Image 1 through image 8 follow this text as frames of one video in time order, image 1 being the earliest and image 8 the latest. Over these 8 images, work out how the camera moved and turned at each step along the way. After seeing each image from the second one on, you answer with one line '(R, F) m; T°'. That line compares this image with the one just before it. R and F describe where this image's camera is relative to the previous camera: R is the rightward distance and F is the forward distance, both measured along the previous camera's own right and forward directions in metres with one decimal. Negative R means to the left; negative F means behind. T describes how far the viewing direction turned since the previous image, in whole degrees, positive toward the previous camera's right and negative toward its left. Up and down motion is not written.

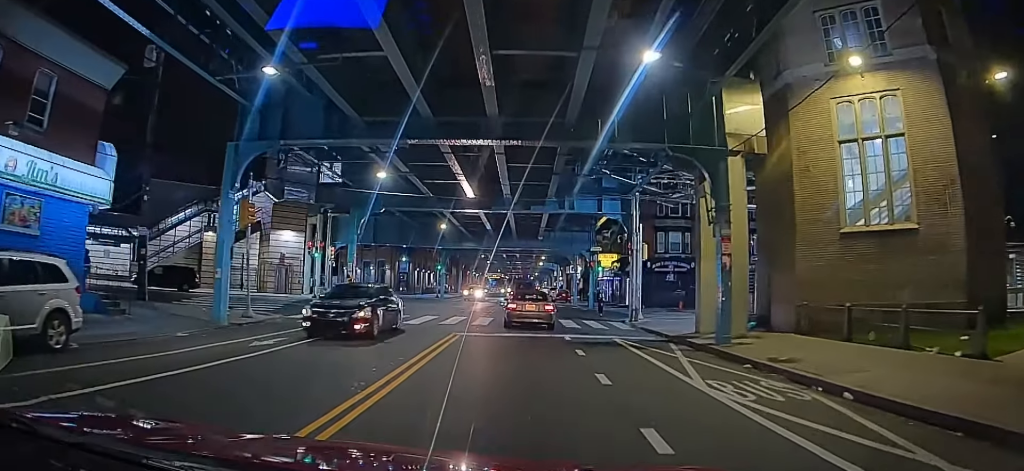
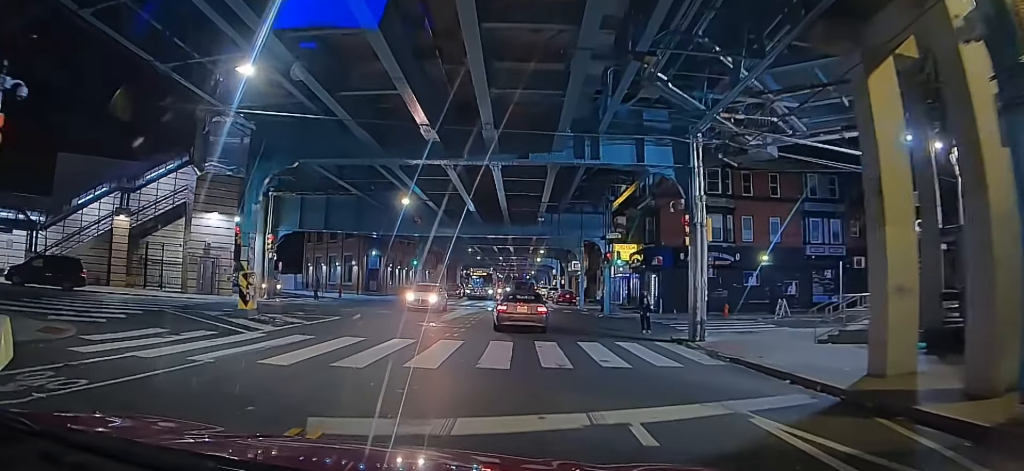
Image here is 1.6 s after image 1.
(+0.1, +8.1) m; -1°
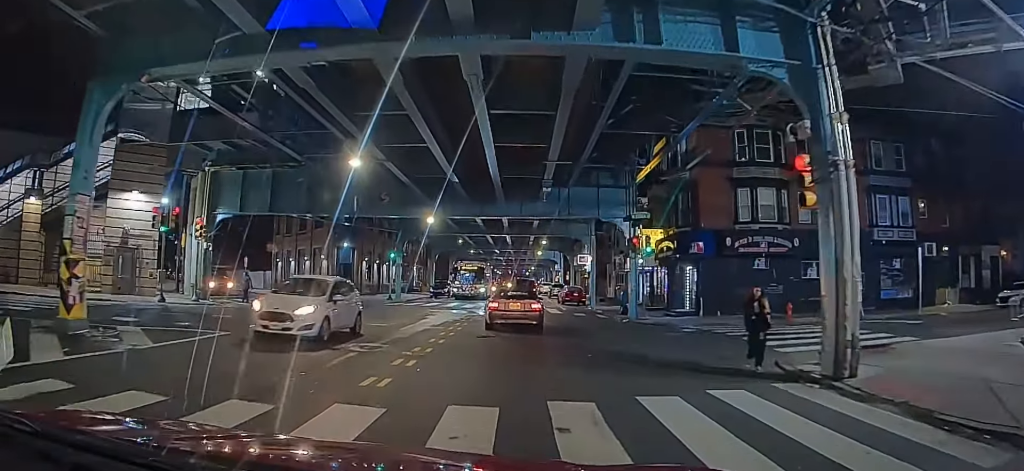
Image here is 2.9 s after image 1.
(-0.1, +6.5) m; 0°
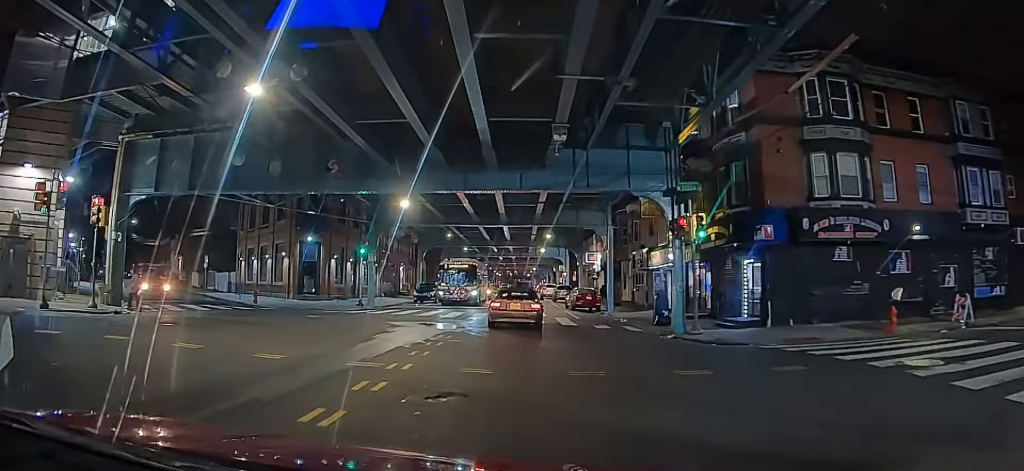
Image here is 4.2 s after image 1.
(+0.2, +6.1) m; +6°
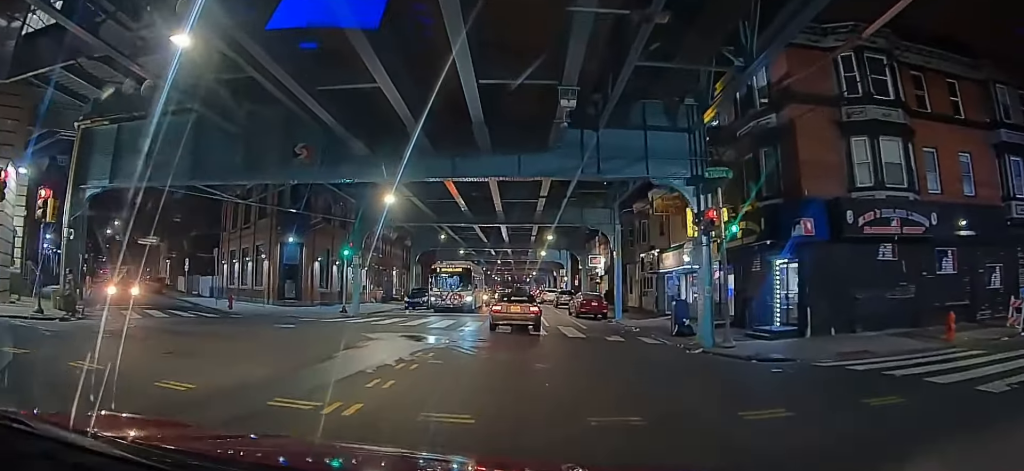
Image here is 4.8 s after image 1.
(+0.1, +2.5) m; +1°
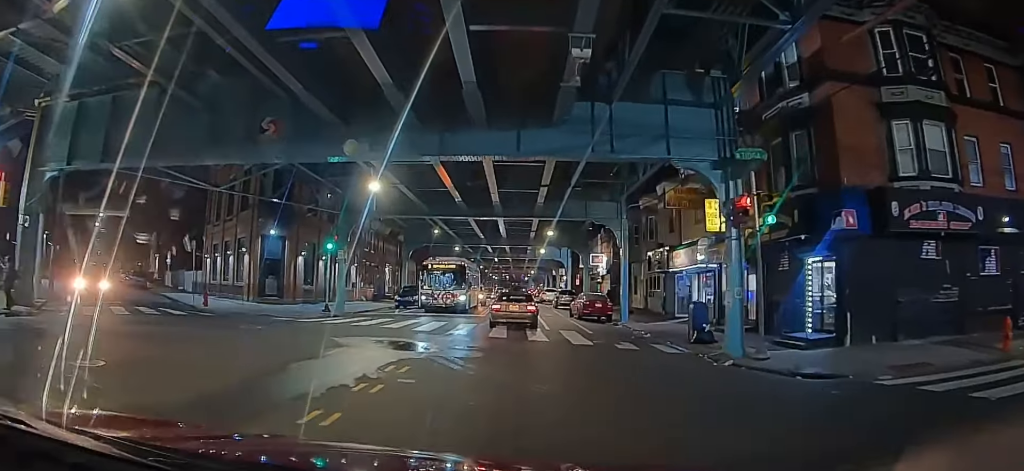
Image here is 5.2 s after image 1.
(+0.1, +2.1) m; -1°
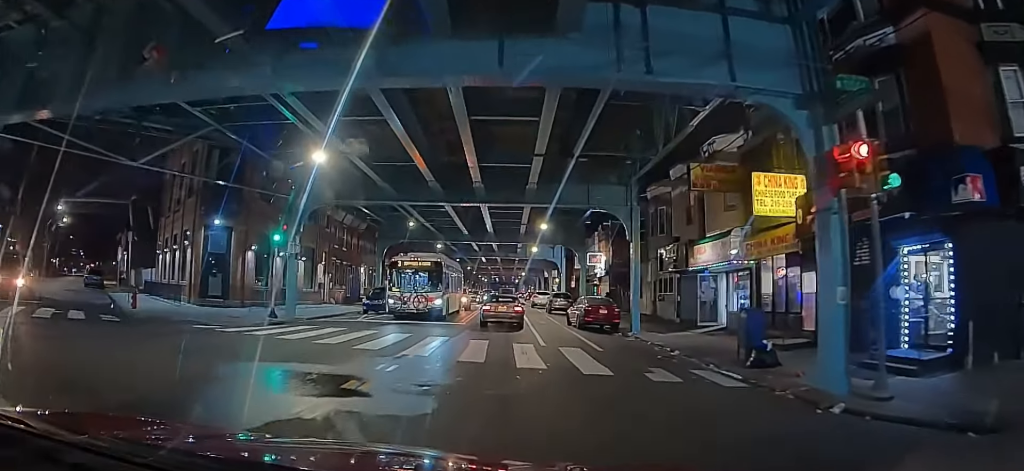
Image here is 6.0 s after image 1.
(-0.2, +3.8) m; -5°
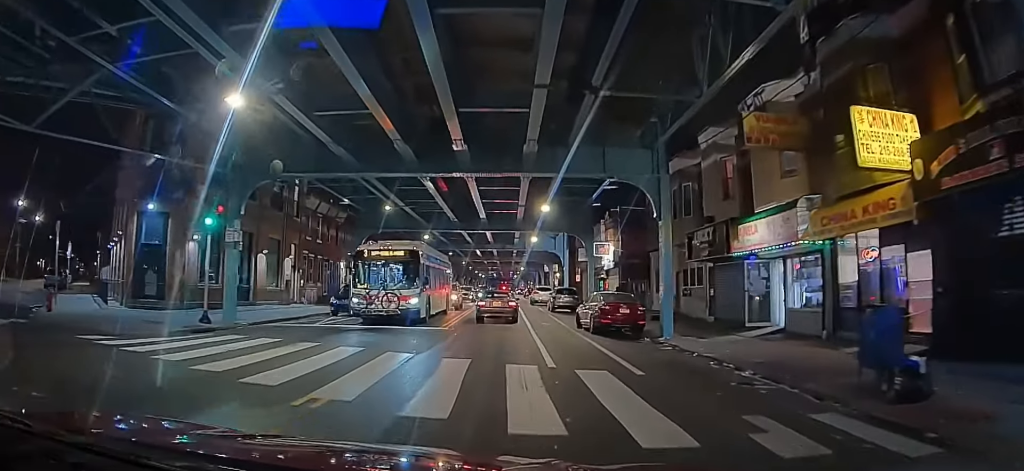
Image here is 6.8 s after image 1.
(-0.1, +3.2) m; -3°
